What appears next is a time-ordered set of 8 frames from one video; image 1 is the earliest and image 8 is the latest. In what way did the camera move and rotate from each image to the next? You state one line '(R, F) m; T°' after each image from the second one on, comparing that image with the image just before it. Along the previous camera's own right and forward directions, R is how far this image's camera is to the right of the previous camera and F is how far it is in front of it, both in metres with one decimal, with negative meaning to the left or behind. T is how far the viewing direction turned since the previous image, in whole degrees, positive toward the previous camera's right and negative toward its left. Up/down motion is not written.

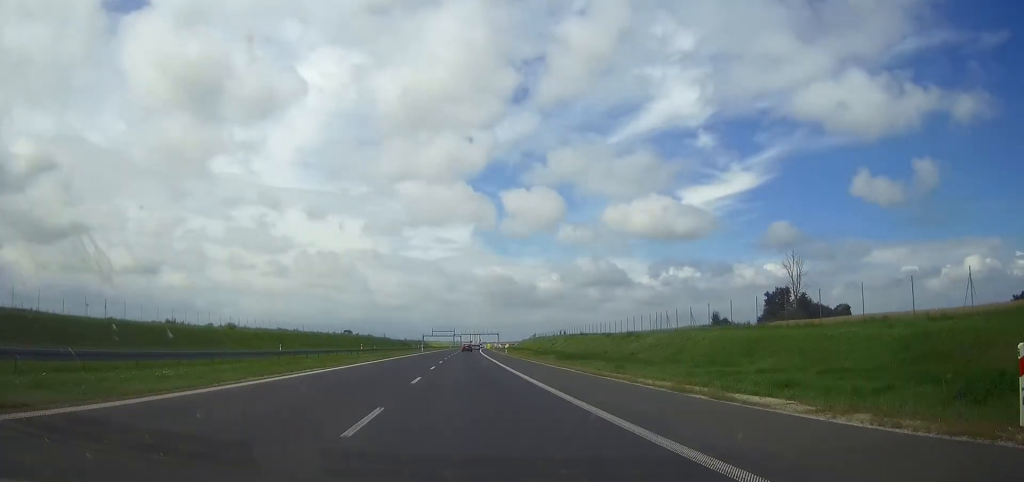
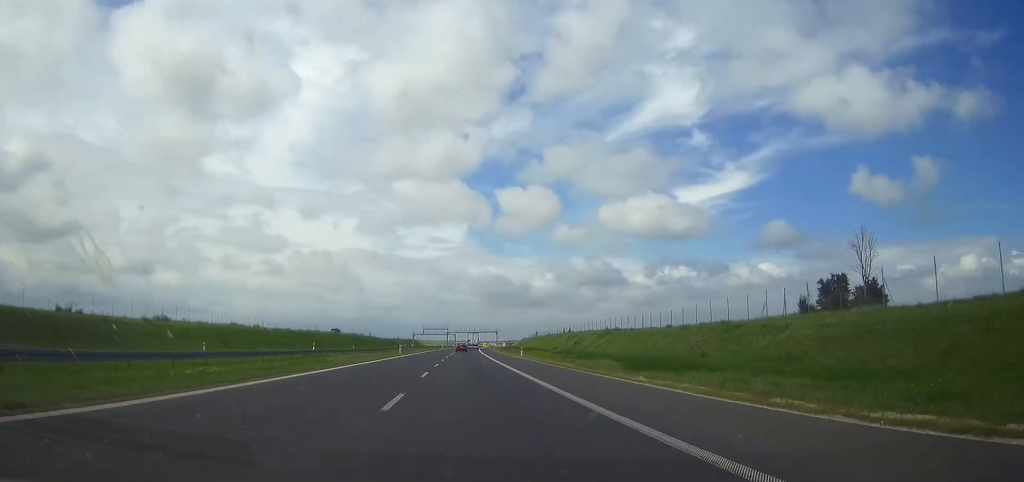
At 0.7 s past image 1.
(+0.1, +32.7) m; 0°
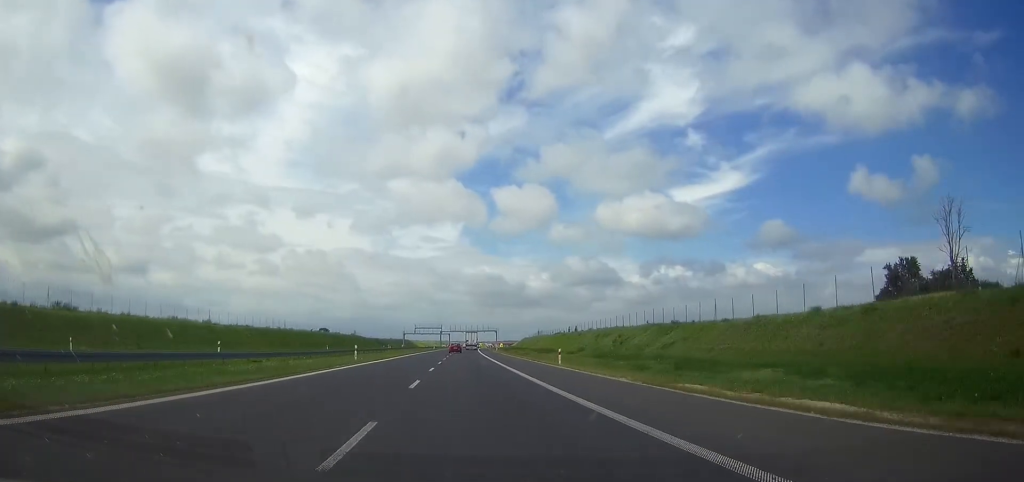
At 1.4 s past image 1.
(+0.1, +29.5) m; 0°
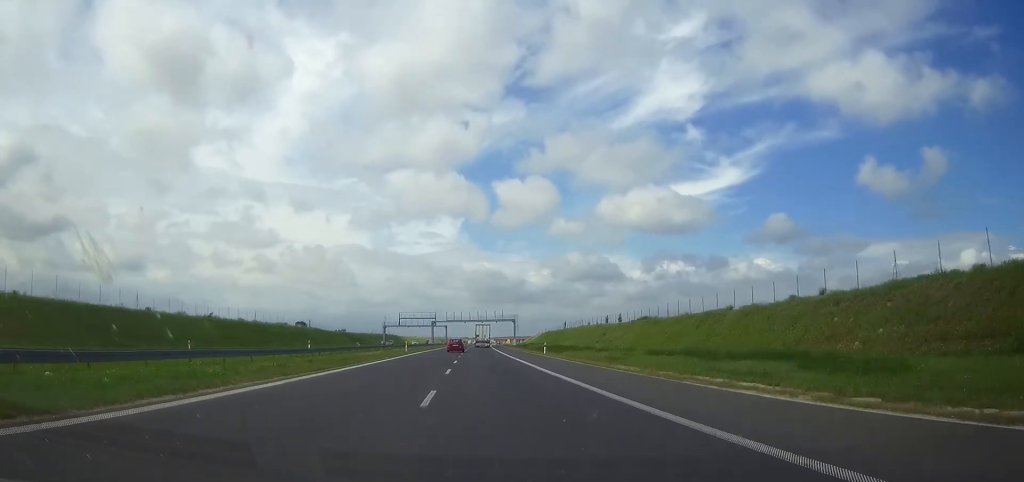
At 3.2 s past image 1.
(+0.5, +78.1) m; 0°
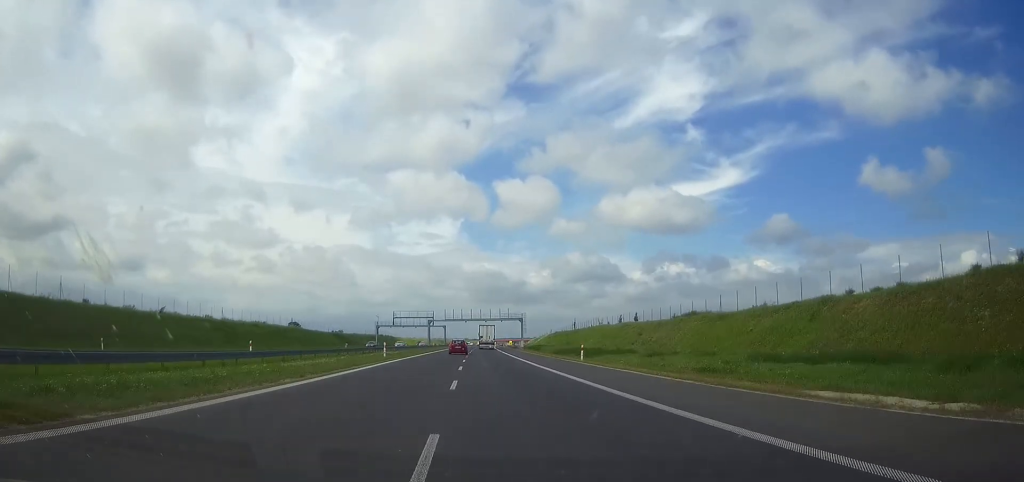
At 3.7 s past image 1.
(-0.1, +19.4) m; 0°
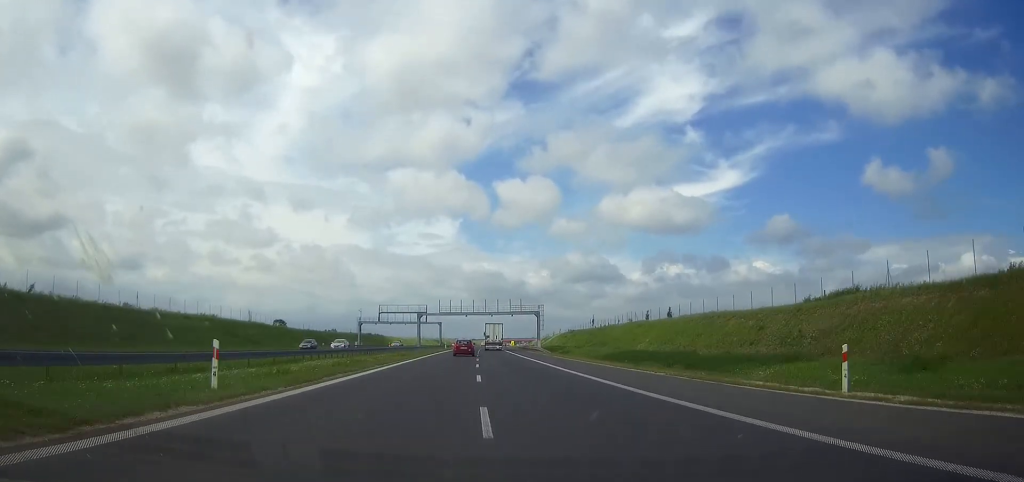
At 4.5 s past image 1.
(0.0, +32.7) m; 0°
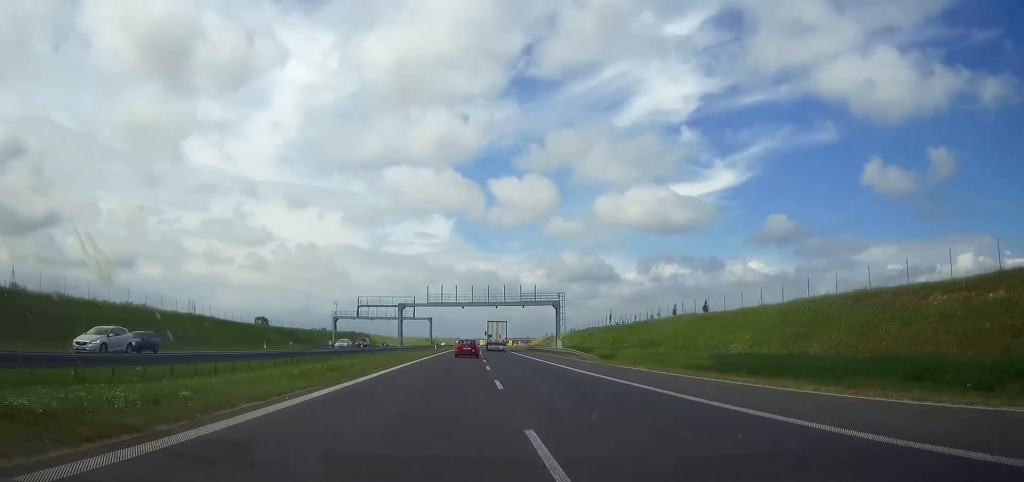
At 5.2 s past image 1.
(0.0, +27.8) m; 0°
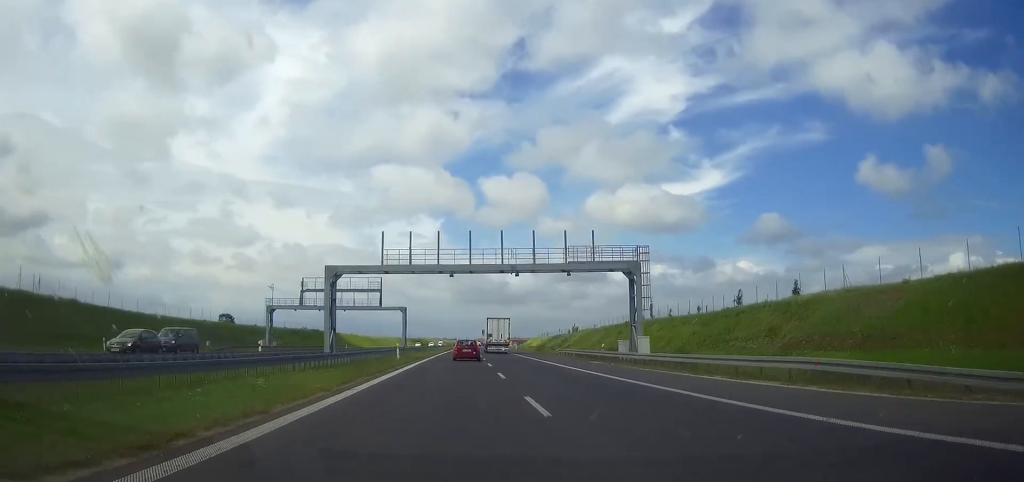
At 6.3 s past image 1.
(+0.2, +42.9) m; +1°
